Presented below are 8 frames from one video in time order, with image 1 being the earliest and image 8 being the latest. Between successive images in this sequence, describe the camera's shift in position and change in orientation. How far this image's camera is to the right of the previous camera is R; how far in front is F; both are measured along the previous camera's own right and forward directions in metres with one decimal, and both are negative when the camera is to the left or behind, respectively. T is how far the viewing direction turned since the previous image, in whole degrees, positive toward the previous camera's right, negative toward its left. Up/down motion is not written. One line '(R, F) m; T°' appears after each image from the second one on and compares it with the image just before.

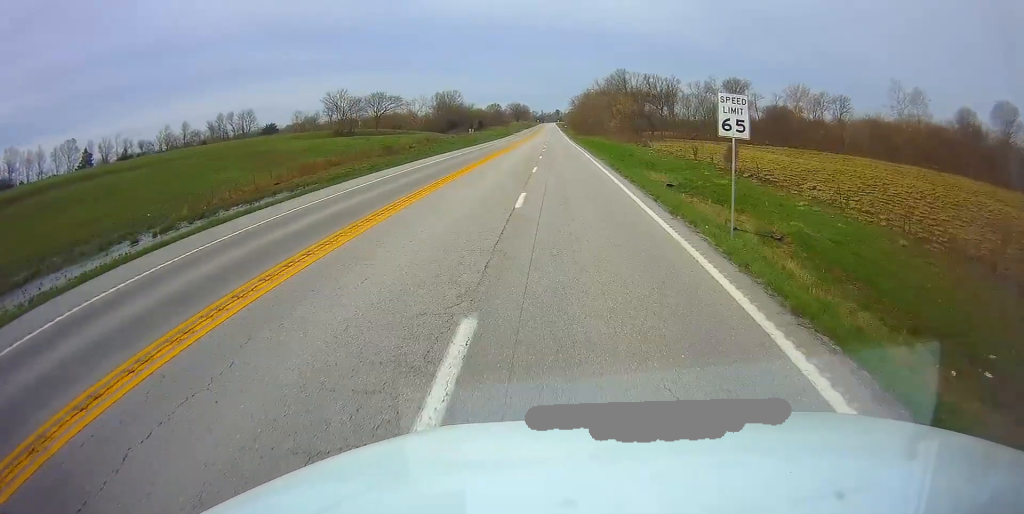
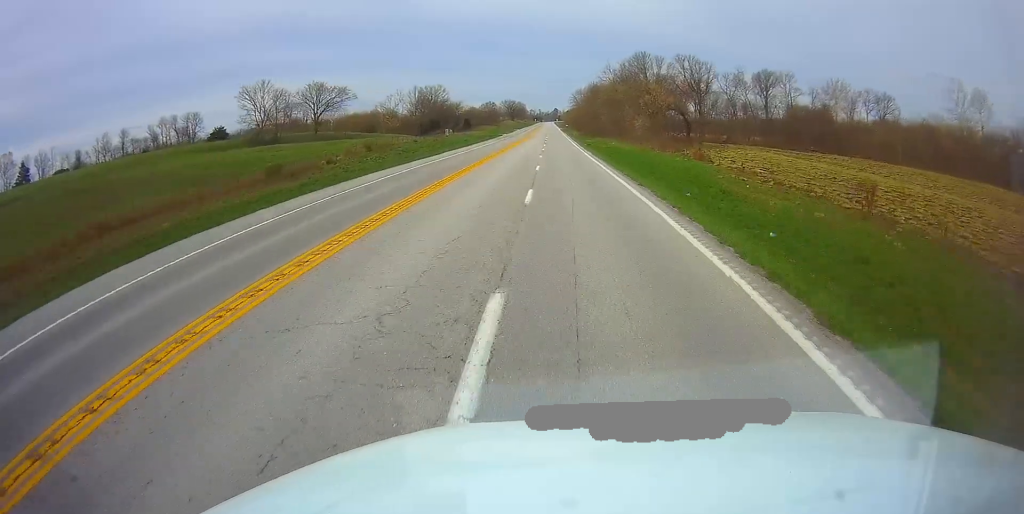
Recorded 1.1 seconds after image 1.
(-0.2, +35.1) m; -1°
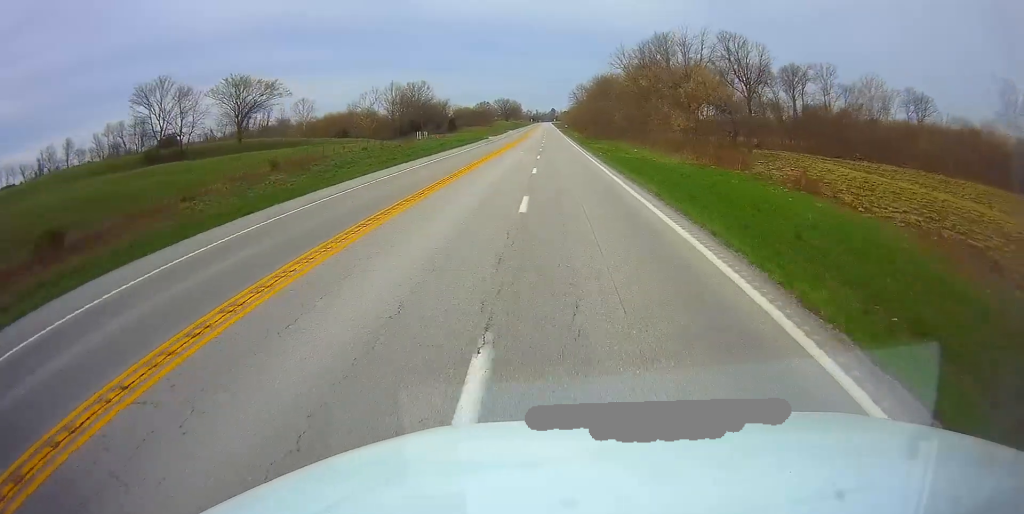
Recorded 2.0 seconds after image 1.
(-0.1, +25.8) m; 0°
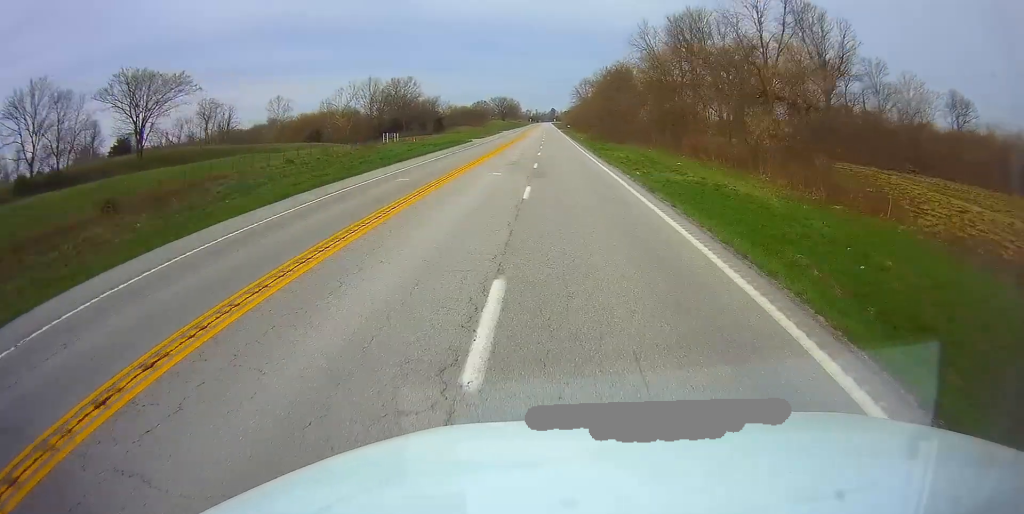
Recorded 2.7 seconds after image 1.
(0.0, +21.6) m; +1°
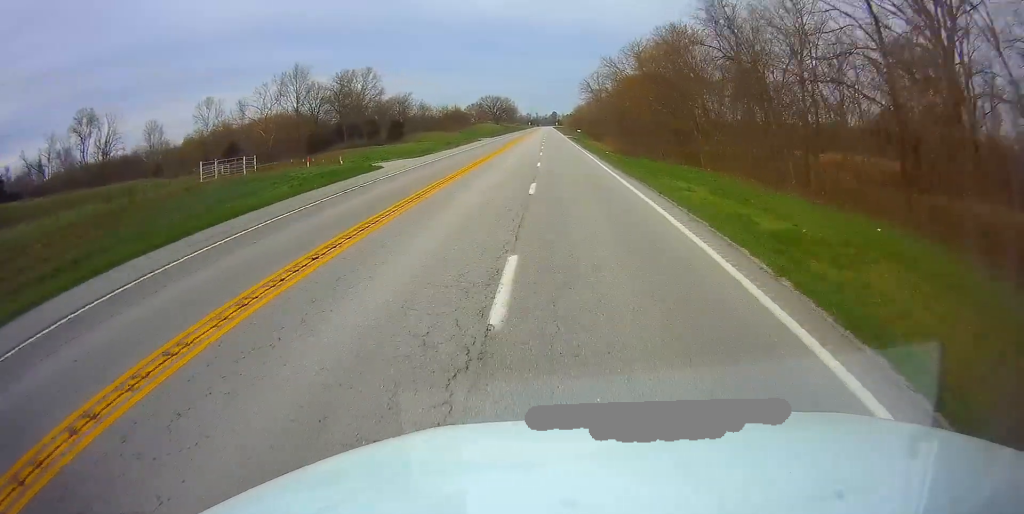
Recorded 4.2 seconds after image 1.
(+0.2, +46.6) m; -1°
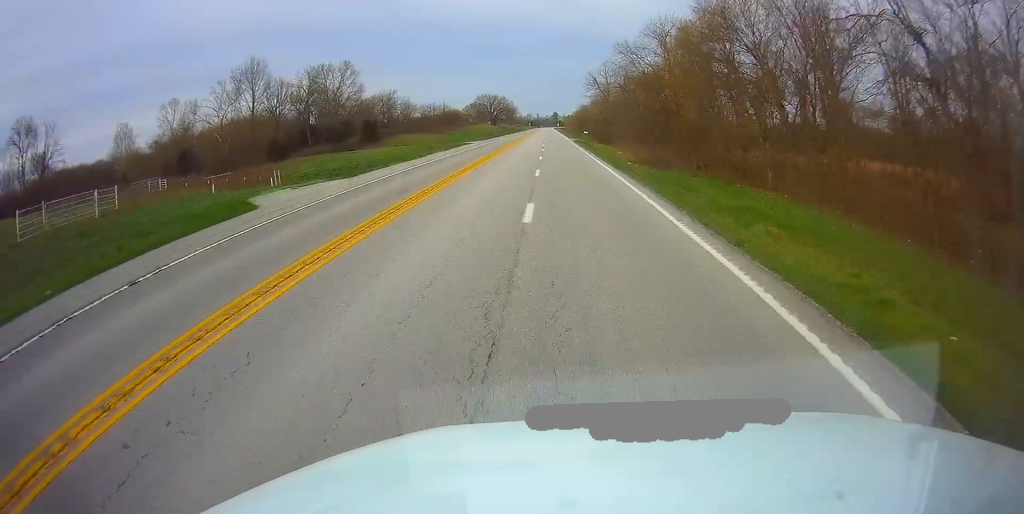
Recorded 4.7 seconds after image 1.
(-0.1, +17.6) m; 0°
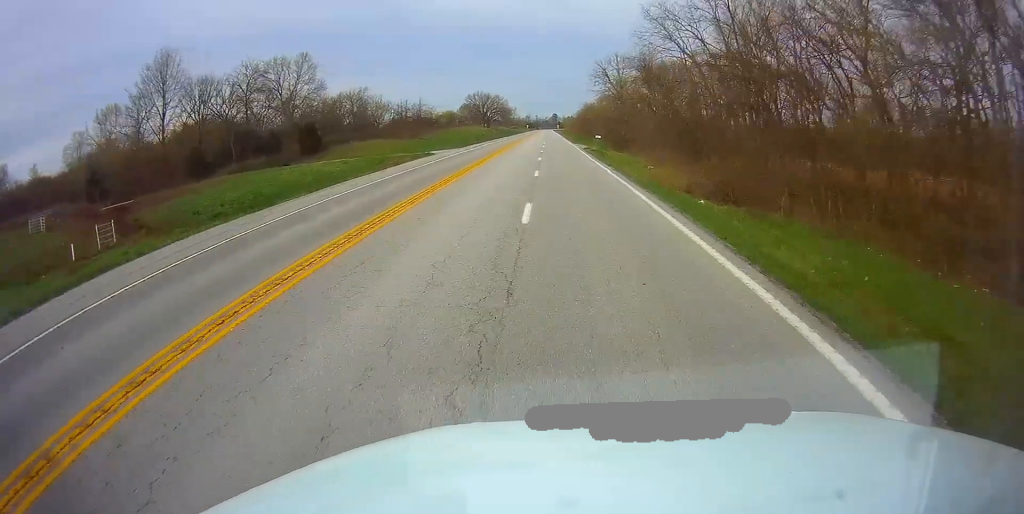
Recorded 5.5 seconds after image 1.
(0.0, +23.6) m; +1°
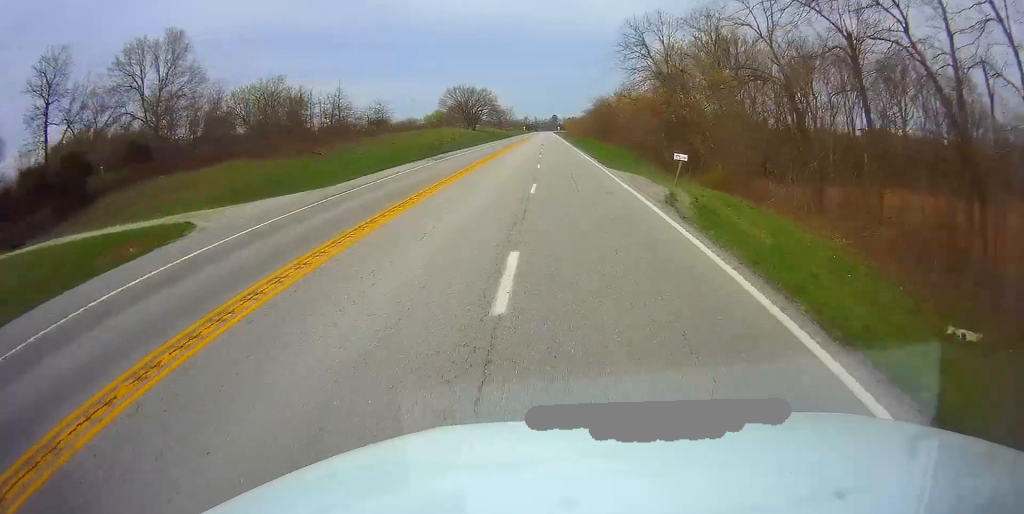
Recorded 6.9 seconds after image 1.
(+0.4, +42.2) m; 0°
